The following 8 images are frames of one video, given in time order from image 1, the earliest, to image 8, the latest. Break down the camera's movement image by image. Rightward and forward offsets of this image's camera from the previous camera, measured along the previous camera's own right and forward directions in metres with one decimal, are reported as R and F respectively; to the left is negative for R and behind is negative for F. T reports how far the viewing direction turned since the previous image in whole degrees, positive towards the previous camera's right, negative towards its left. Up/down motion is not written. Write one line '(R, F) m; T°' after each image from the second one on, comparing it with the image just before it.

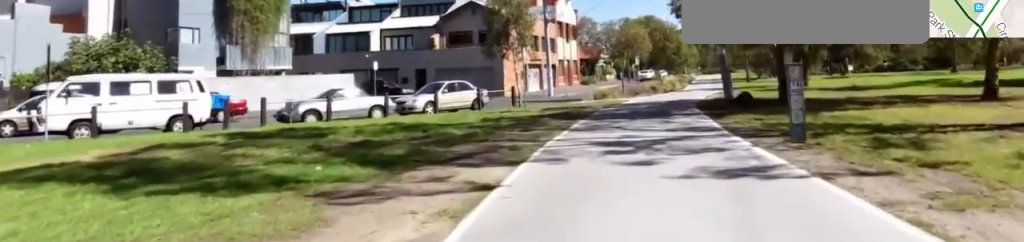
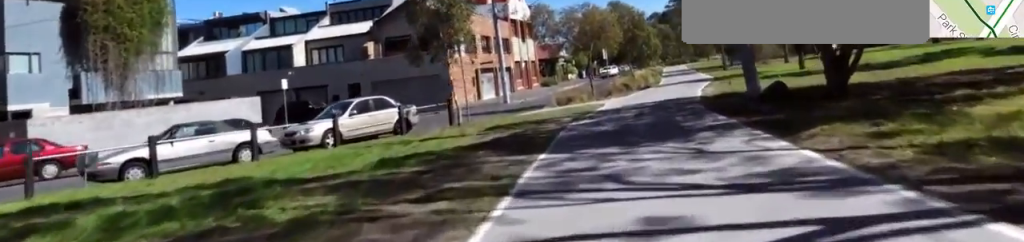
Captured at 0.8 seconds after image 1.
(0.0, +6.4) m; +3°
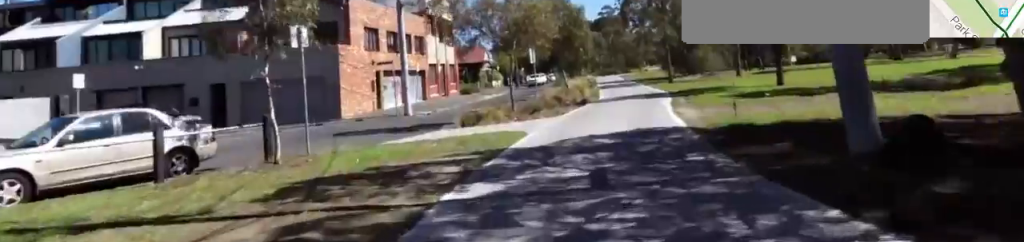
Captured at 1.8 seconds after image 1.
(+0.4, +7.8) m; +6°
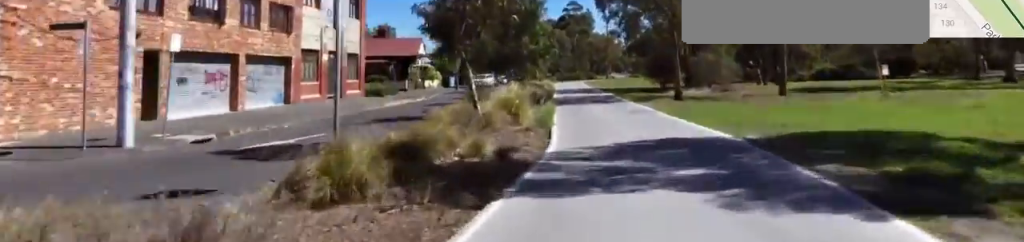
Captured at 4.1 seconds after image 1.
(+1.6, +18.0) m; +3°
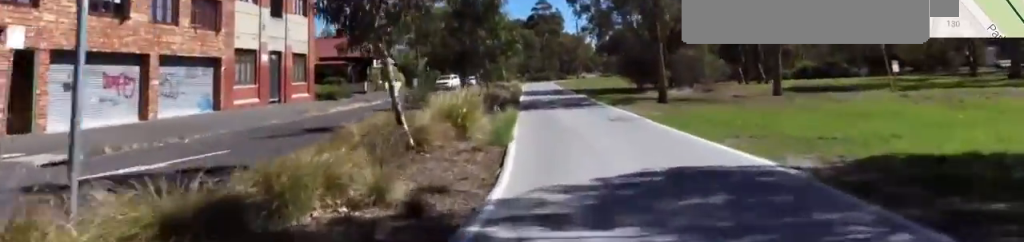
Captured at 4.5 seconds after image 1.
(+0.1, +3.6) m; -1°
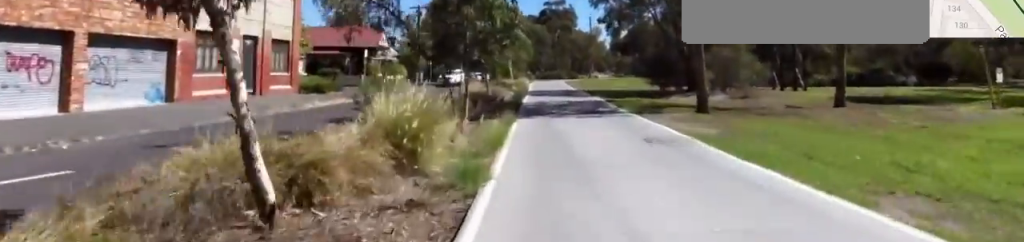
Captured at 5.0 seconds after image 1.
(-0.6, +4.4) m; +1°
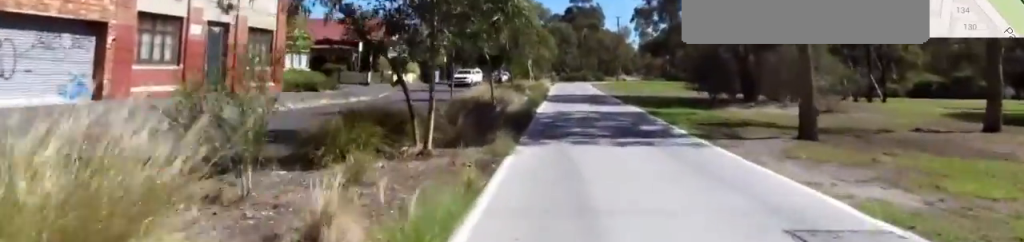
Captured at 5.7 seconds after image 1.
(0.0, +5.5) m; 0°
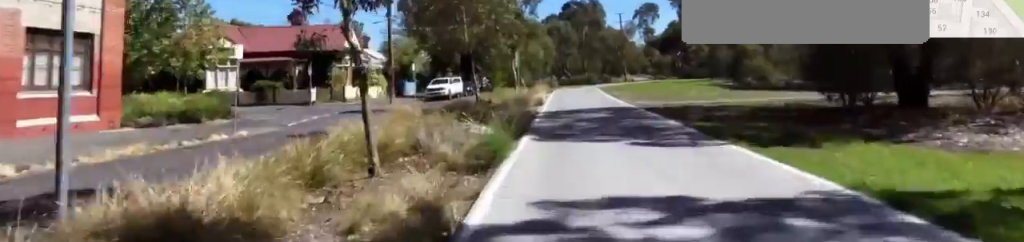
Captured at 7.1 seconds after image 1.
(-0.3, +12.0) m; -1°
